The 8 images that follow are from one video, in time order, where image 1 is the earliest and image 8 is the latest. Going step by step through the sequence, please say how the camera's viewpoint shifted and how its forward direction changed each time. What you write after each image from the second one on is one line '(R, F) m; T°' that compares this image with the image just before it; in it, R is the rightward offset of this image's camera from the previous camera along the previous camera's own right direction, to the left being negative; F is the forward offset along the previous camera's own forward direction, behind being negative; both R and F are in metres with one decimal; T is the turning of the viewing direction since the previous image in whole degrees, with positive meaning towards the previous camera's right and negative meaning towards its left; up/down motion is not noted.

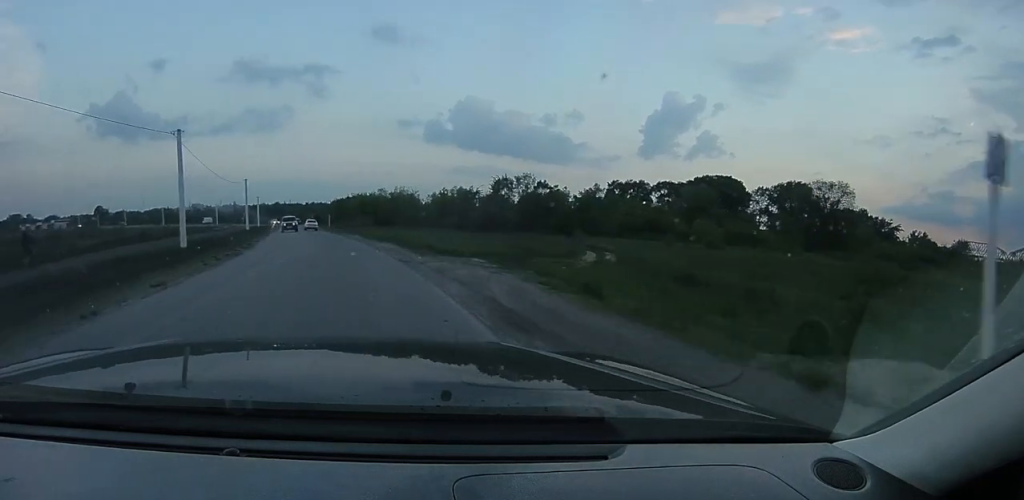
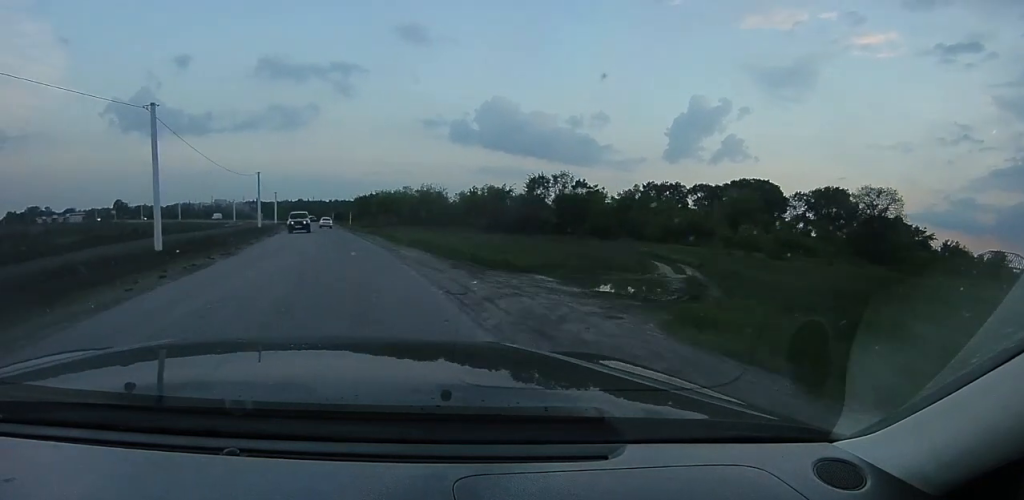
(0.0, +7.6) m; -3°
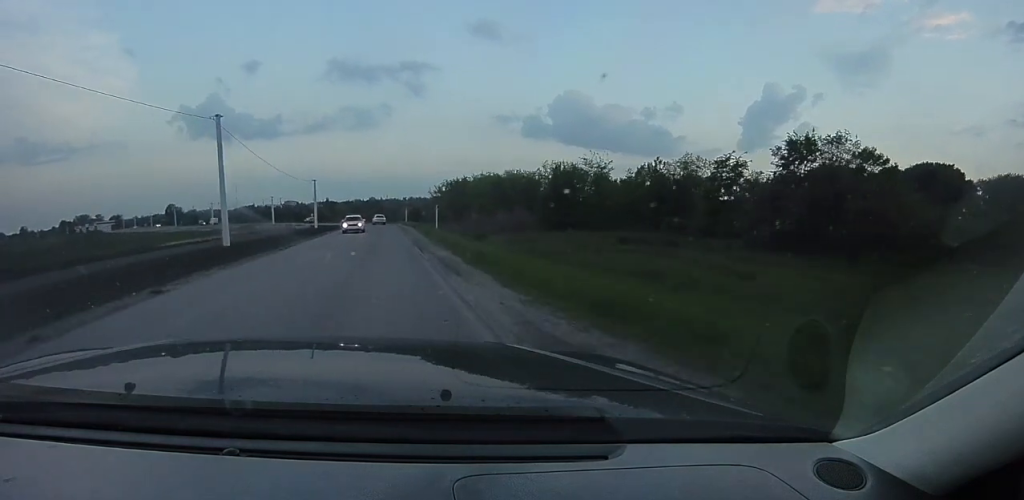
(-6.6, +45.3) m; -12°
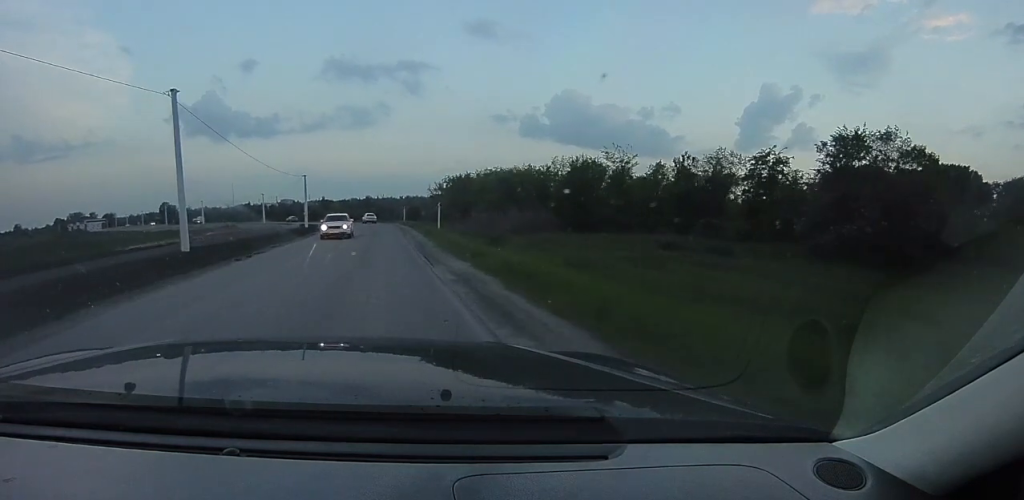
(0.0, +6.4) m; 0°
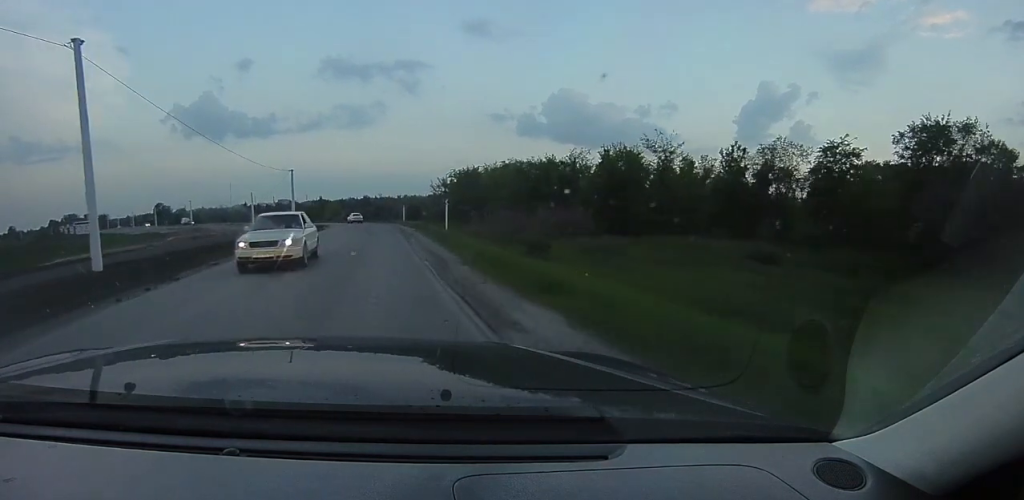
(0.0, +9.1) m; 0°
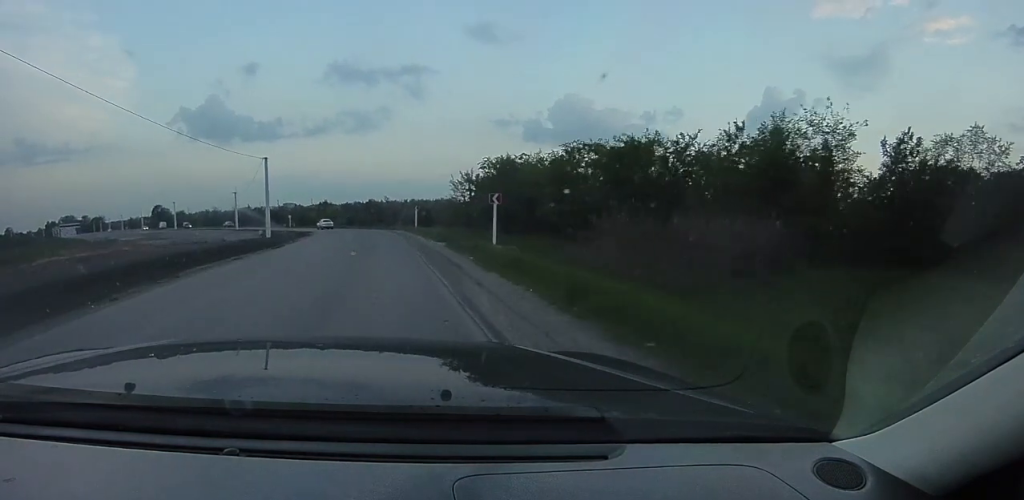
(0.0, +18.2) m; 0°
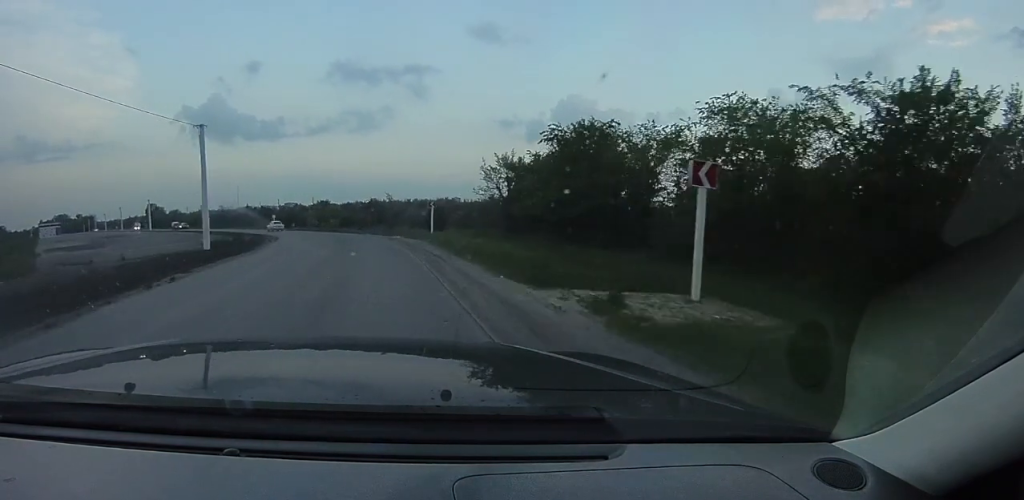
(0.0, +20.8) m; 0°
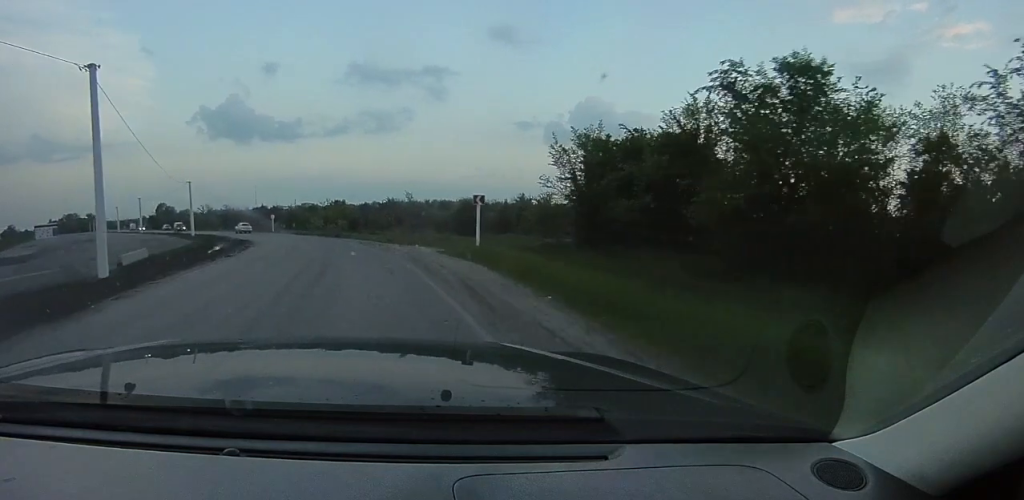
(0.0, +16.2) m; -3°
